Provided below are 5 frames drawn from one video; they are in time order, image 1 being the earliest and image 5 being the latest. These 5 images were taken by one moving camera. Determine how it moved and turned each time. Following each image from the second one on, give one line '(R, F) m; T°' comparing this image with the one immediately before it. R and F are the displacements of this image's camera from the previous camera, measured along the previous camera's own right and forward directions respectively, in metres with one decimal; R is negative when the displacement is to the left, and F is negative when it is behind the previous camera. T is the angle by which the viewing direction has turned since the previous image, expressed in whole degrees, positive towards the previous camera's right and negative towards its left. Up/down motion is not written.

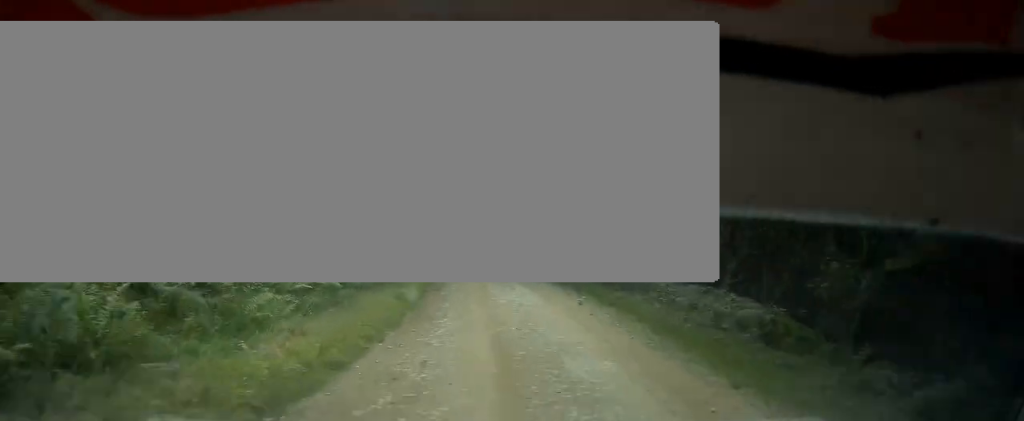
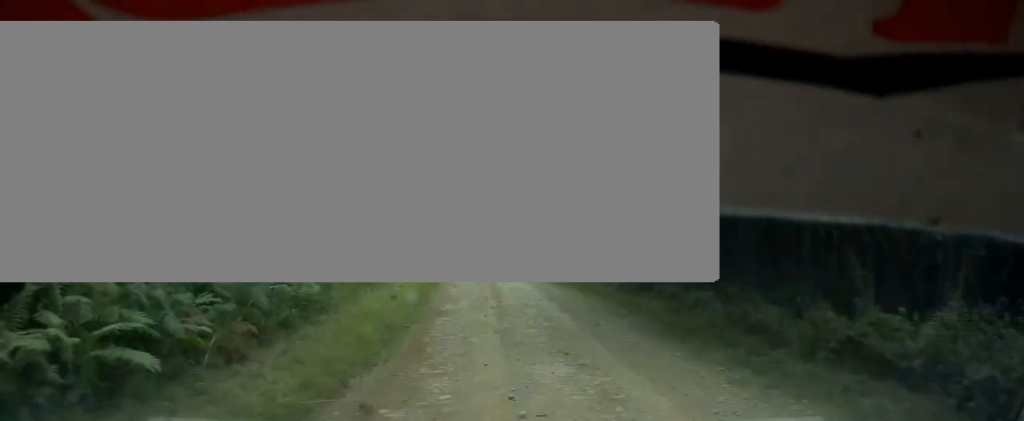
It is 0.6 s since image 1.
(-0.2, +16.0) m; -2°
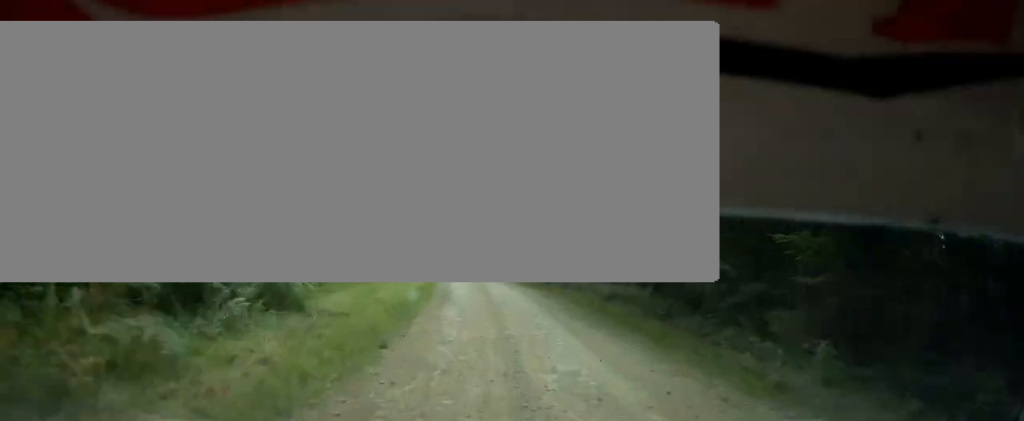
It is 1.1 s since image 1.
(-0.3, +13.3) m; -1°
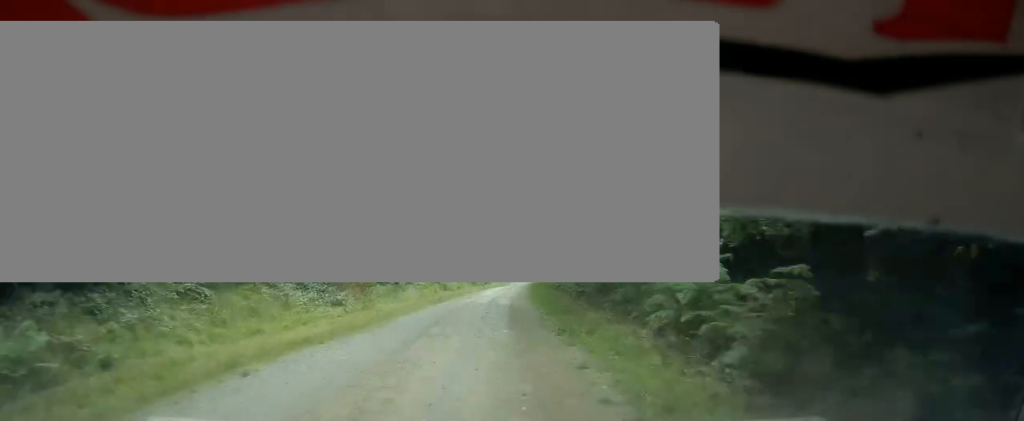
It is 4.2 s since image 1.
(-3.2, +96.4) m; +2°
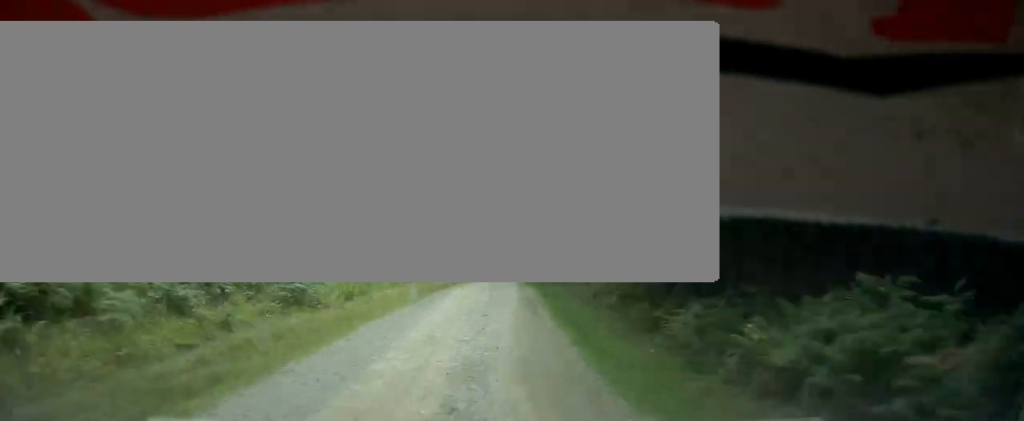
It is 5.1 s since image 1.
(+1.9, +31.8) m; +4°
